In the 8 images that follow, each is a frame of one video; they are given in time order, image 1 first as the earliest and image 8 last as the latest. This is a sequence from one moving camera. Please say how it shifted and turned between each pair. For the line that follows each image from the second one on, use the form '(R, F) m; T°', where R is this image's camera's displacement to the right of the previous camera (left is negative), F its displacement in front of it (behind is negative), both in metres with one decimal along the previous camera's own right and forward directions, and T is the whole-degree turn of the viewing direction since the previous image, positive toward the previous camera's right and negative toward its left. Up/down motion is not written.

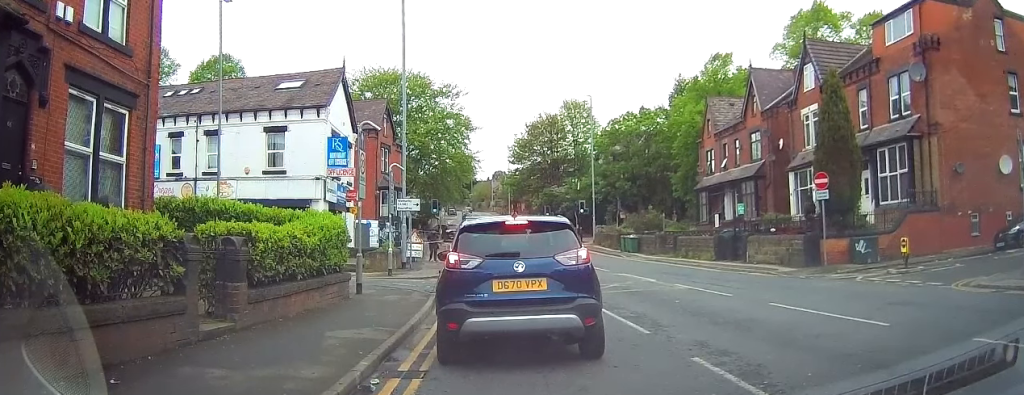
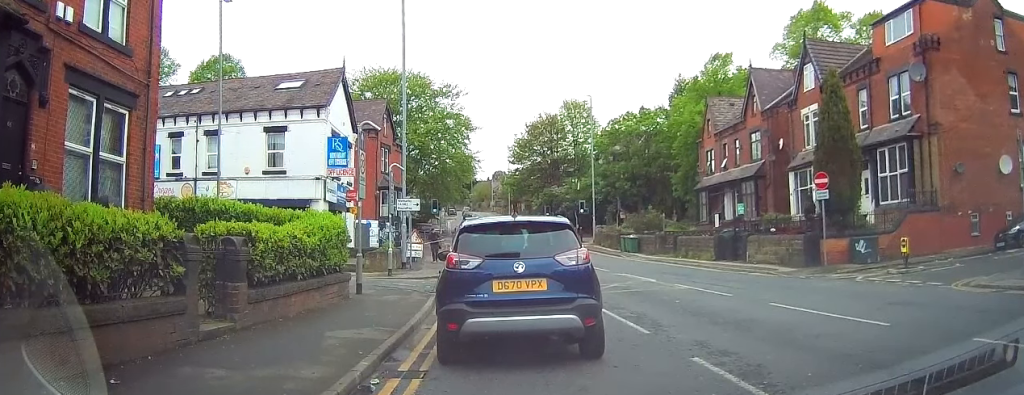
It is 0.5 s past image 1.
(0.0, 0.0) m; 0°
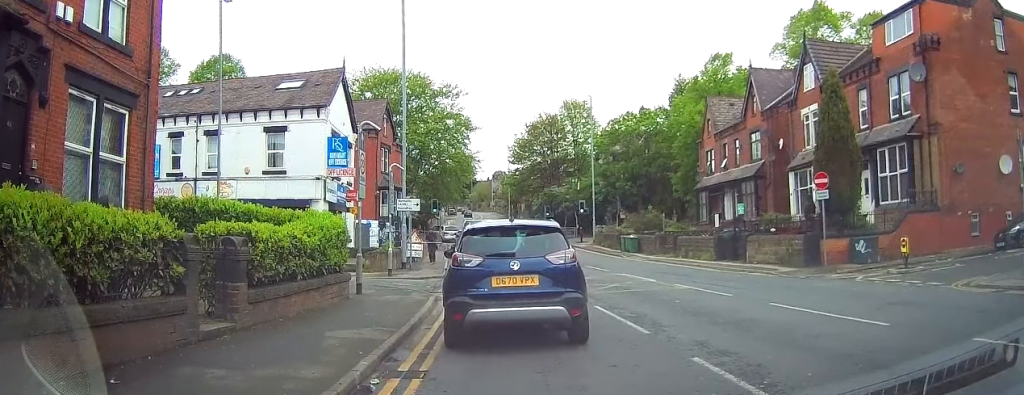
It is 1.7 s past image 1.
(0.0, 0.0) m; 0°
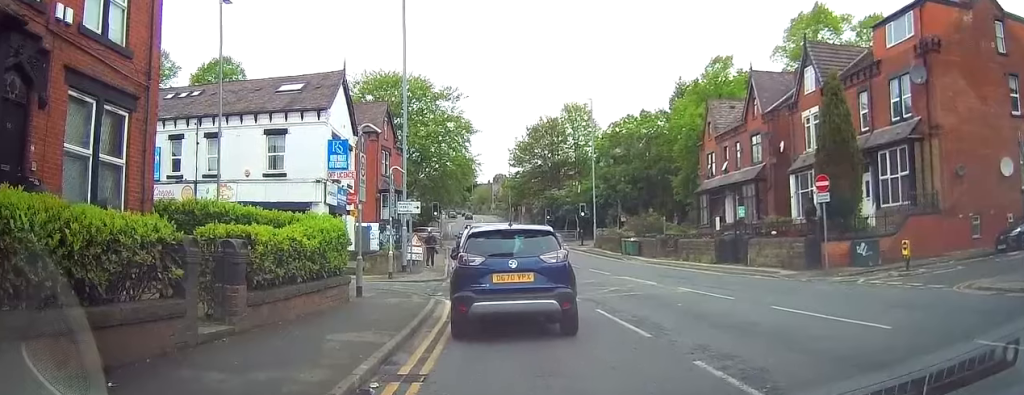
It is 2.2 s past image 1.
(0.0, 0.0) m; 0°
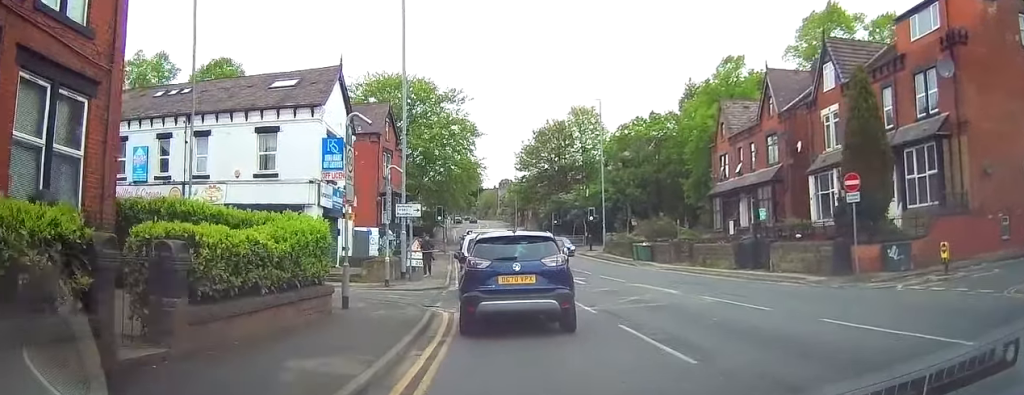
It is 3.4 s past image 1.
(-0.3, +1.7) m; -1°
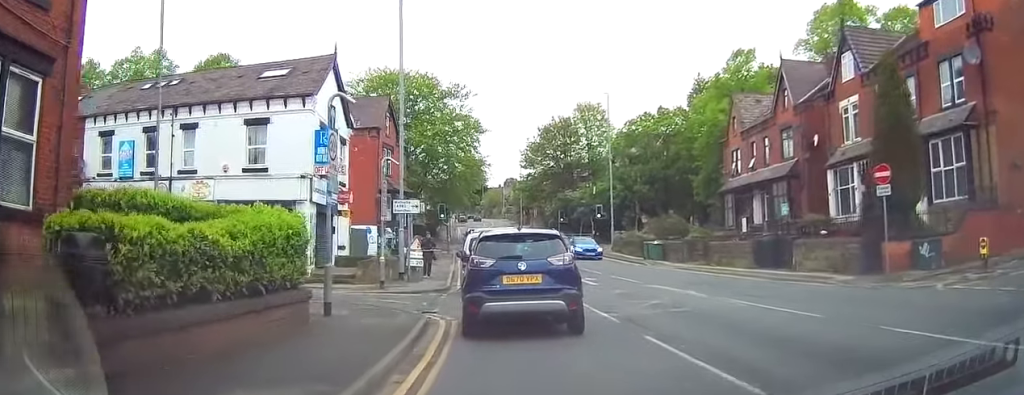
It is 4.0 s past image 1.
(+0.1, +1.8) m; +5°
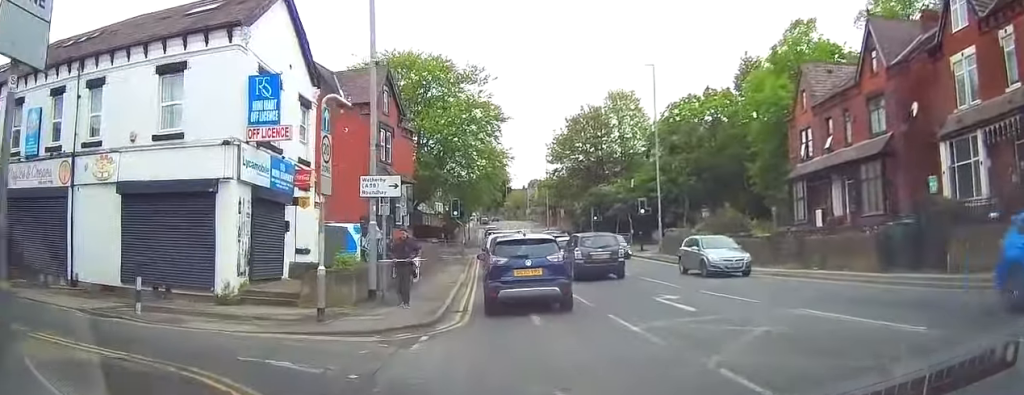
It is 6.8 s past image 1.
(-0.4, +9.9) m; -7°
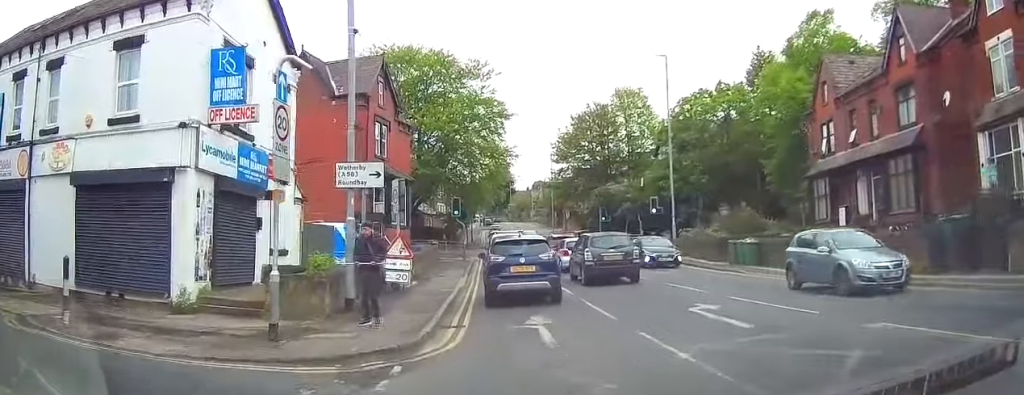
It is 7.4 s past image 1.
(+0.1, +3.1) m; -1°
